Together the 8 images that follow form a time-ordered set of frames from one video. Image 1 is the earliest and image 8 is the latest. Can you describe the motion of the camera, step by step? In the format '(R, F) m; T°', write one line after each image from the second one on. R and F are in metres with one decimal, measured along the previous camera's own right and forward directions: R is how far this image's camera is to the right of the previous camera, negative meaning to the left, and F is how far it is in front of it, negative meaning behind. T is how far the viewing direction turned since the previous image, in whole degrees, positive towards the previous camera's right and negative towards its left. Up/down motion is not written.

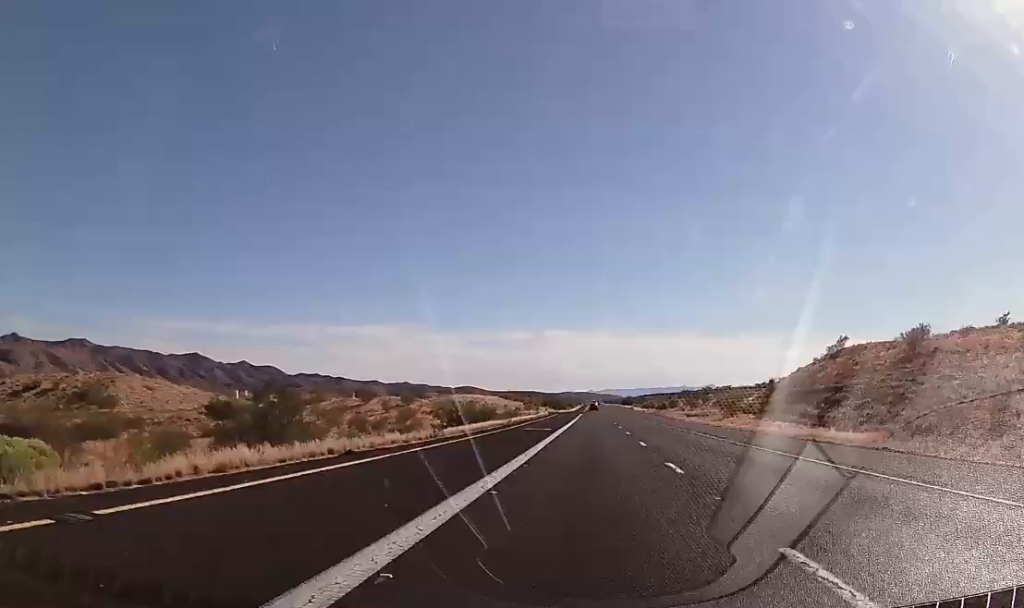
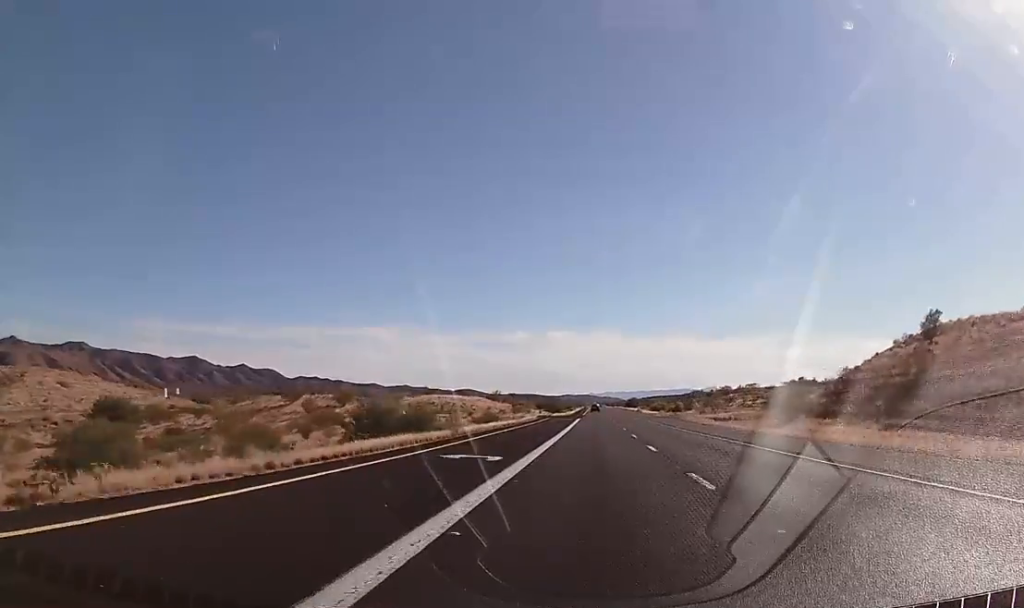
(0.0, +27.9) m; 0°
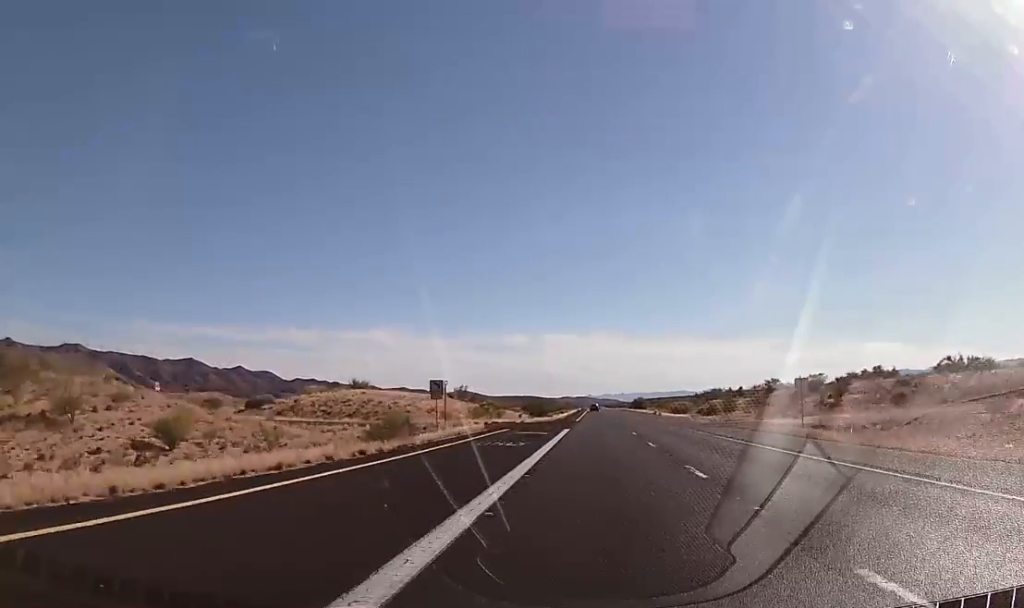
(0.0, +45.7) m; 0°
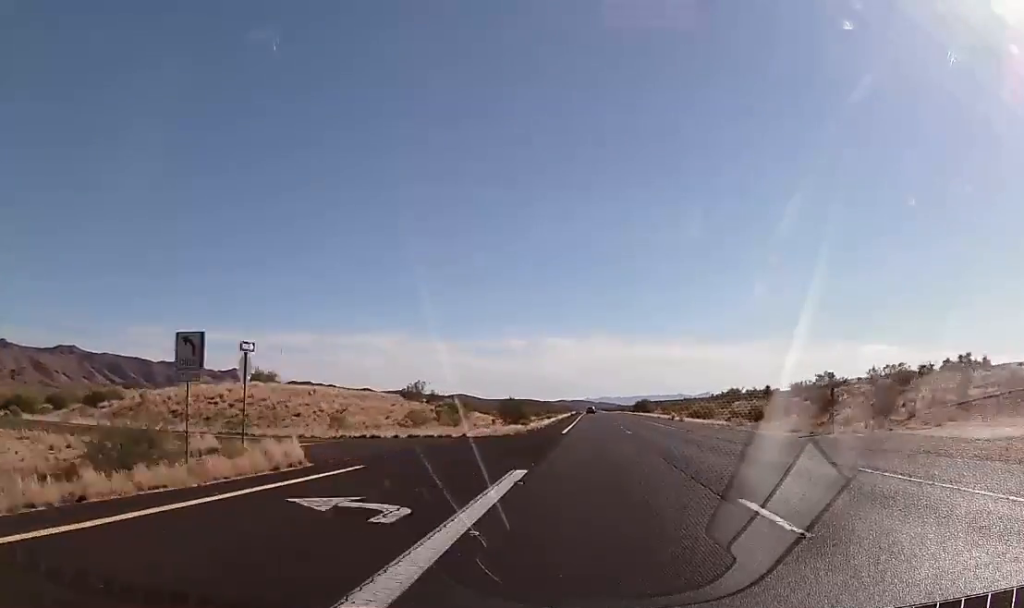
(0.0, +31.6) m; 0°
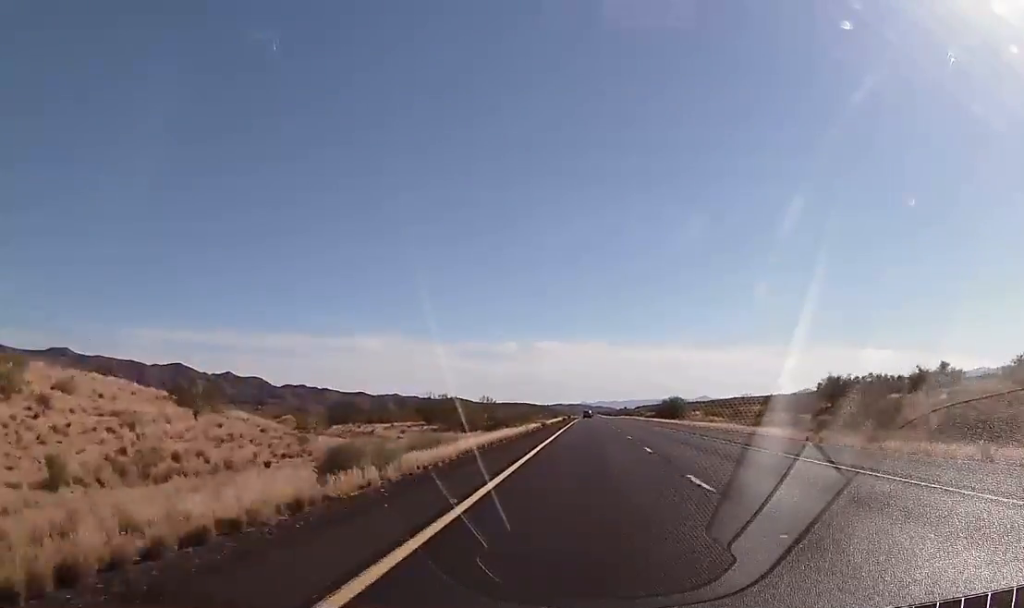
(+0.8, +80.5) m; +1°
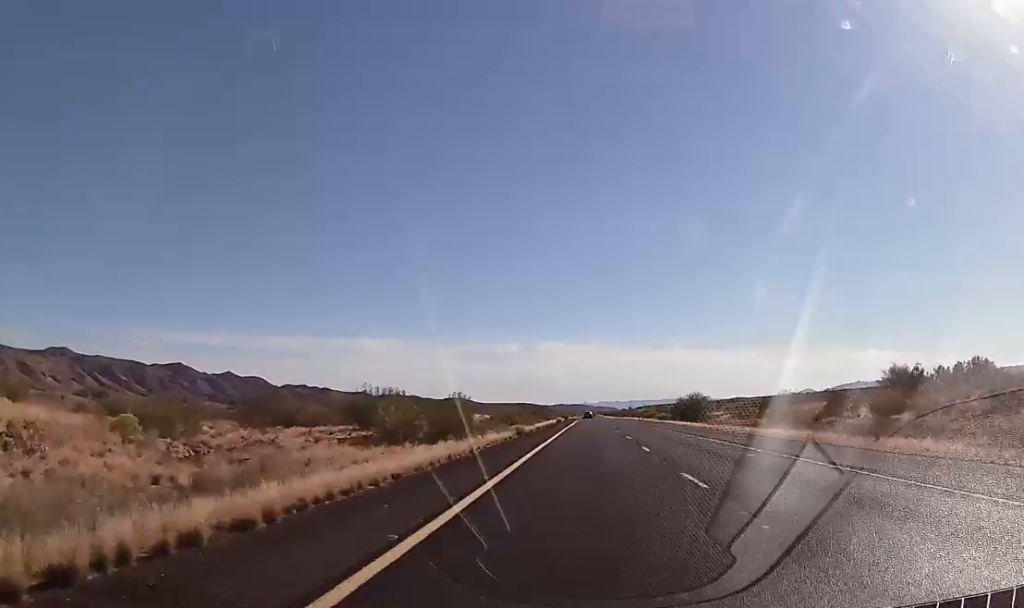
(0.0, +23.8) m; 0°
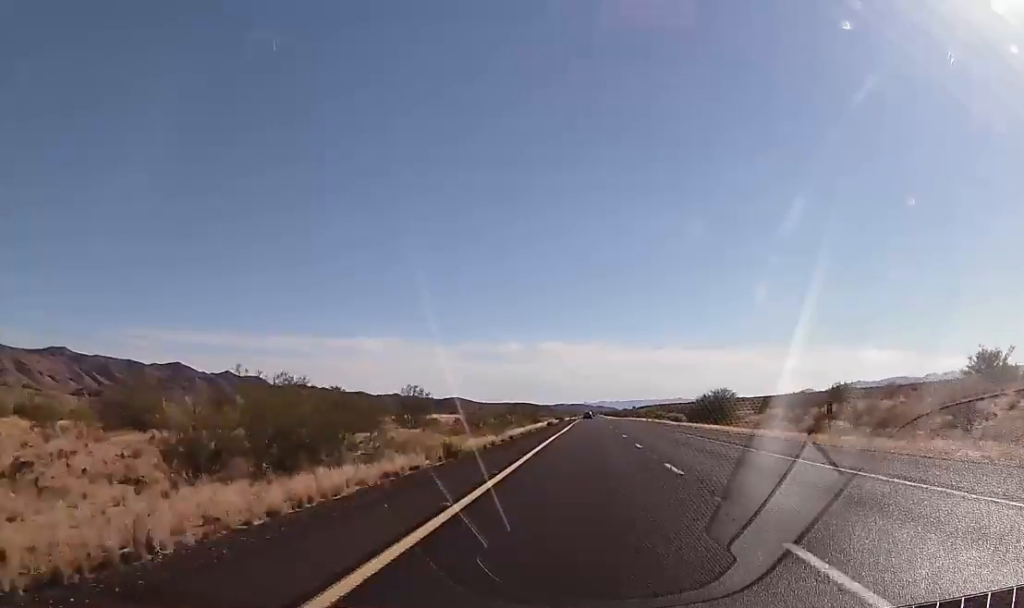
(+0.1, +21.3) m; 0°
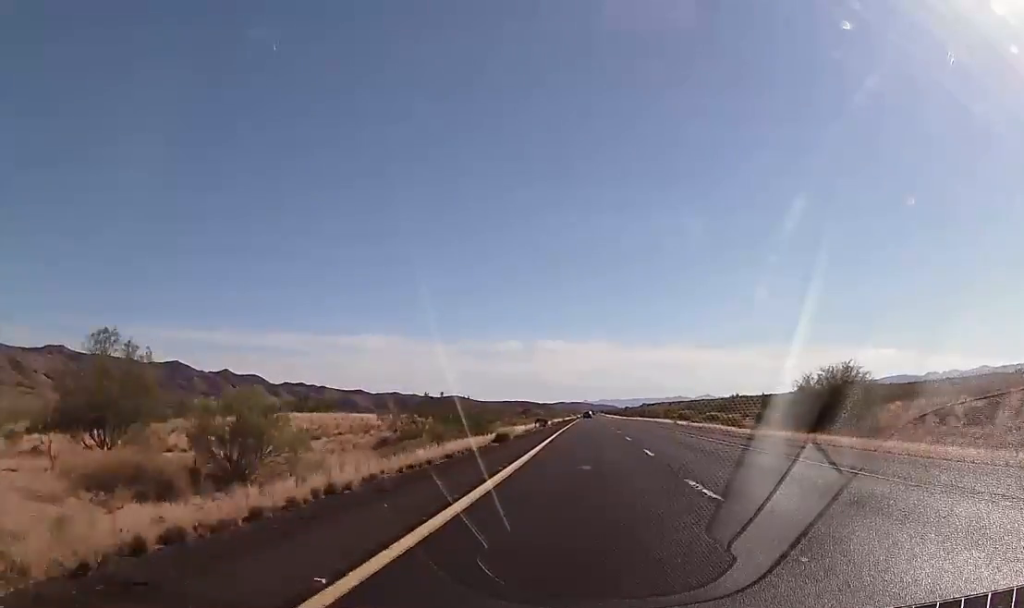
(-0.5, +41.3) m; -1°
